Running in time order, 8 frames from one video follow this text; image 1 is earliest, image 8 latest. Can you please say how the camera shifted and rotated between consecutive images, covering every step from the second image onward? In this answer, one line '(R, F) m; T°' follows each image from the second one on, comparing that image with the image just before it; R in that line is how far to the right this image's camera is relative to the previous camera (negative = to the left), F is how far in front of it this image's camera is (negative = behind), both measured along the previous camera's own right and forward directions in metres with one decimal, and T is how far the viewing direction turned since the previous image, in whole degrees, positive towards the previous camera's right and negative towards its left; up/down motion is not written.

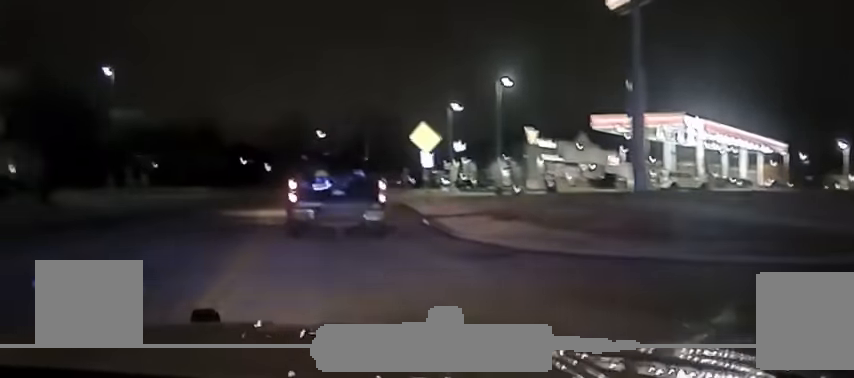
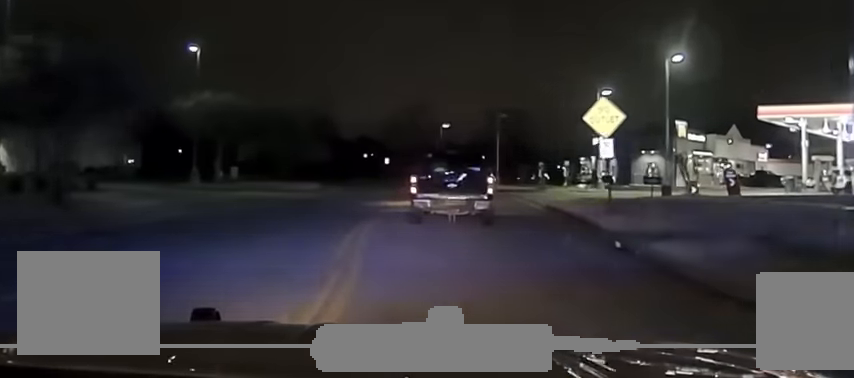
(-1.3, +9.5) m; -11°
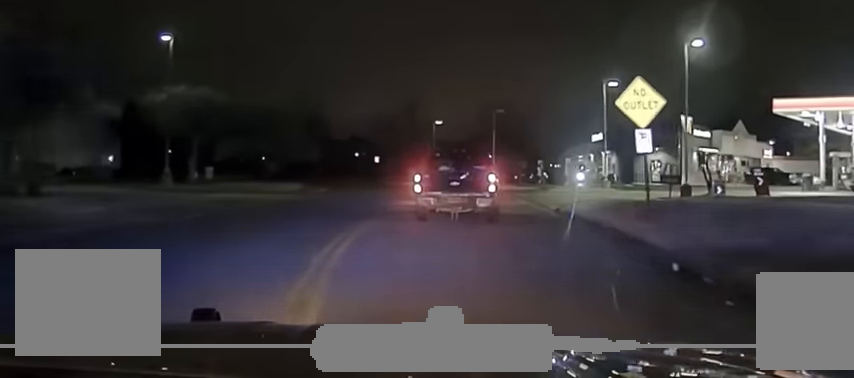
(0.0, +4.2) m; -2°
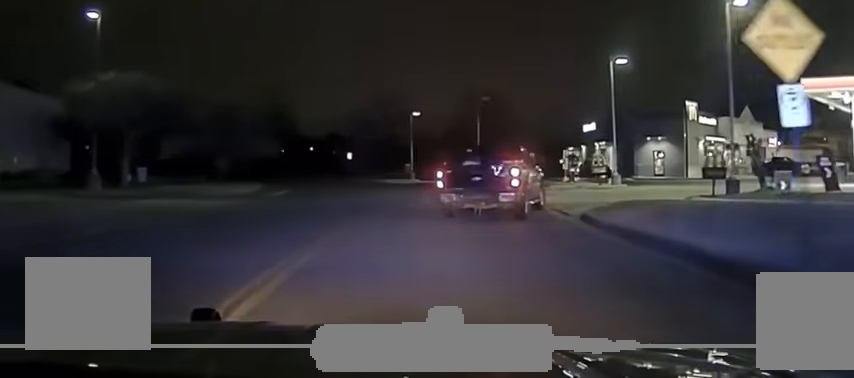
(-0.2, +5.4) m; +3°
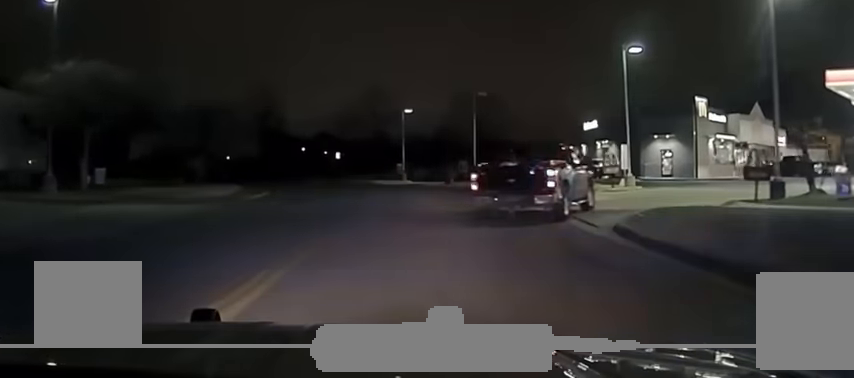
(0.0, +2.7) m; +3°
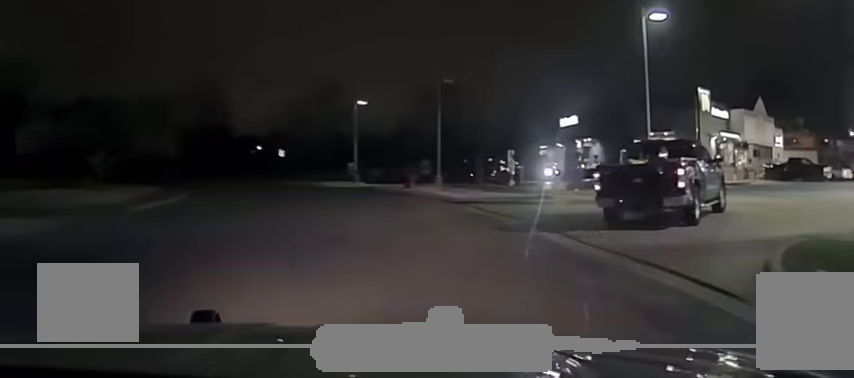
(+0.8, +7.5) m; +7°
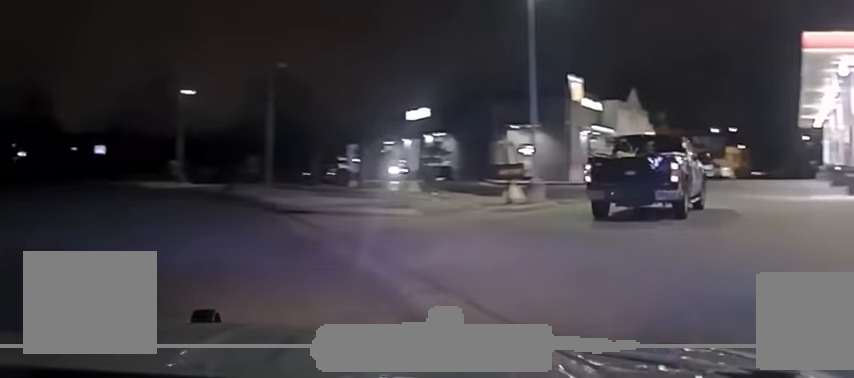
(+0.1, +8.3) m; +5°
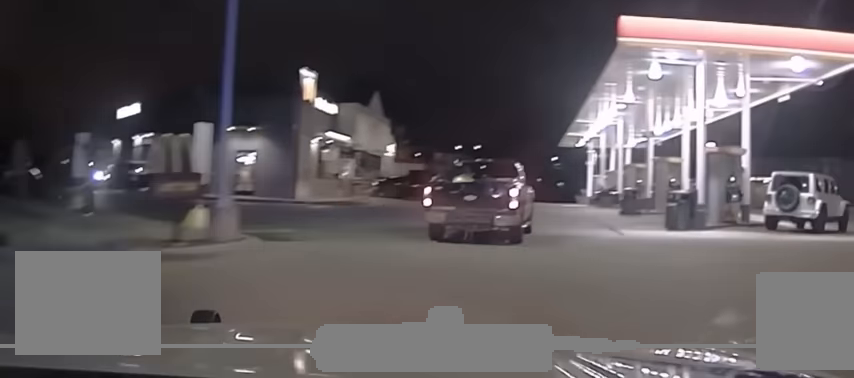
(+1.0, +8.5) m; +18°
